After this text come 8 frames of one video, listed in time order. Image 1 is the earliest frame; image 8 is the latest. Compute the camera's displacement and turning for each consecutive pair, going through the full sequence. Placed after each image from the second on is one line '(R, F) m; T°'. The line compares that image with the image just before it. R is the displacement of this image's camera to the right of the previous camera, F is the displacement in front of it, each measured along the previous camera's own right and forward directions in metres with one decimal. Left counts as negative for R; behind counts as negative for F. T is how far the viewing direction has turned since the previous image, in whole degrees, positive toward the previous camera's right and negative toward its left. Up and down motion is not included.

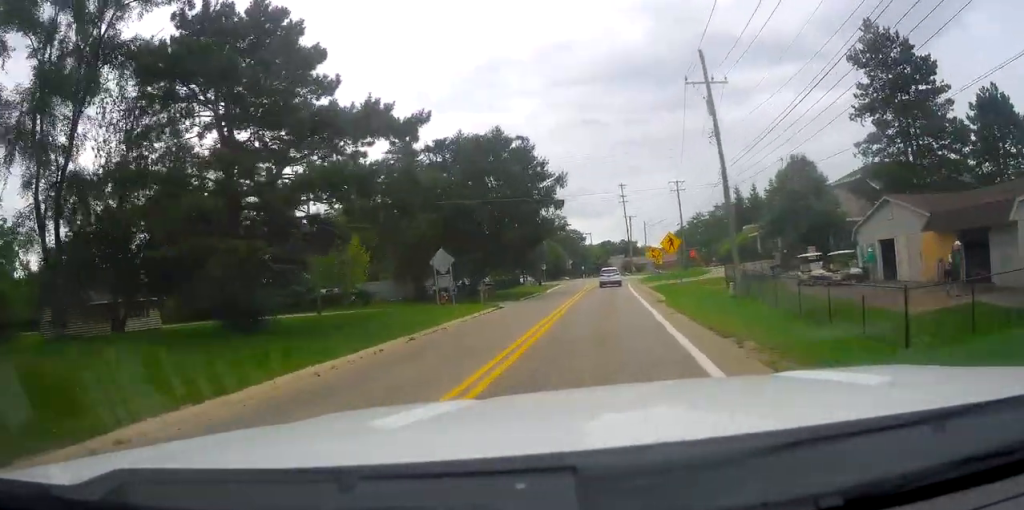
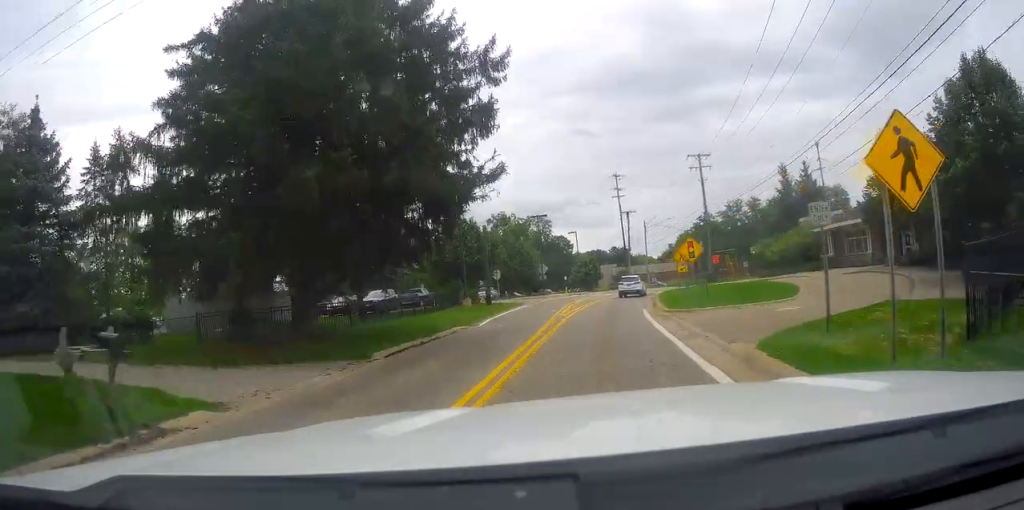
(-1.2, +26.1) m; -1°
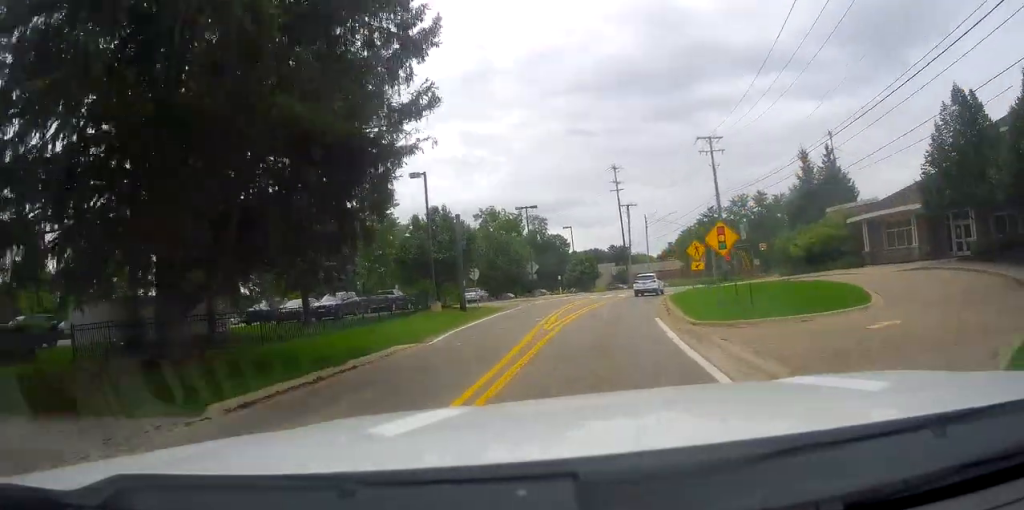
(+0.1, +7.7) m; +1°
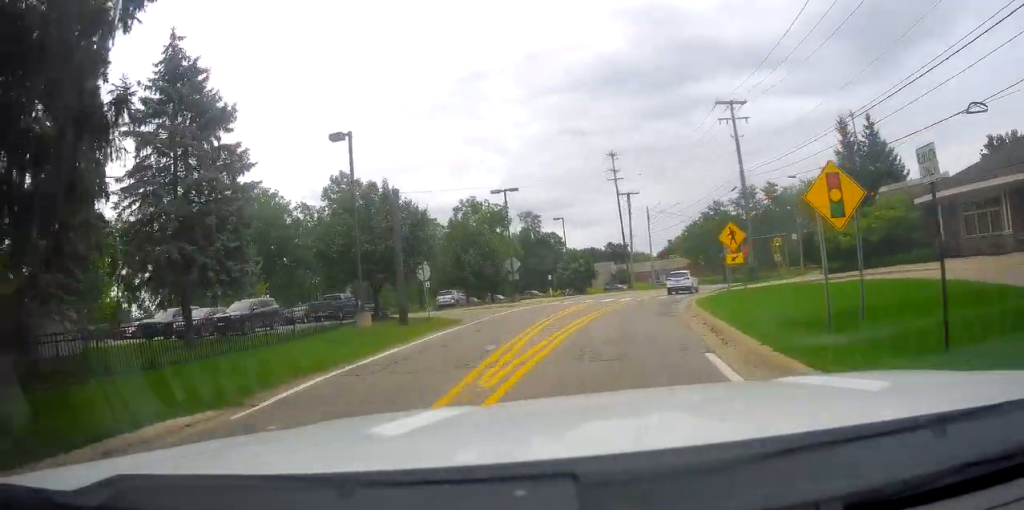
(+0.1, +11.0) m; 0°
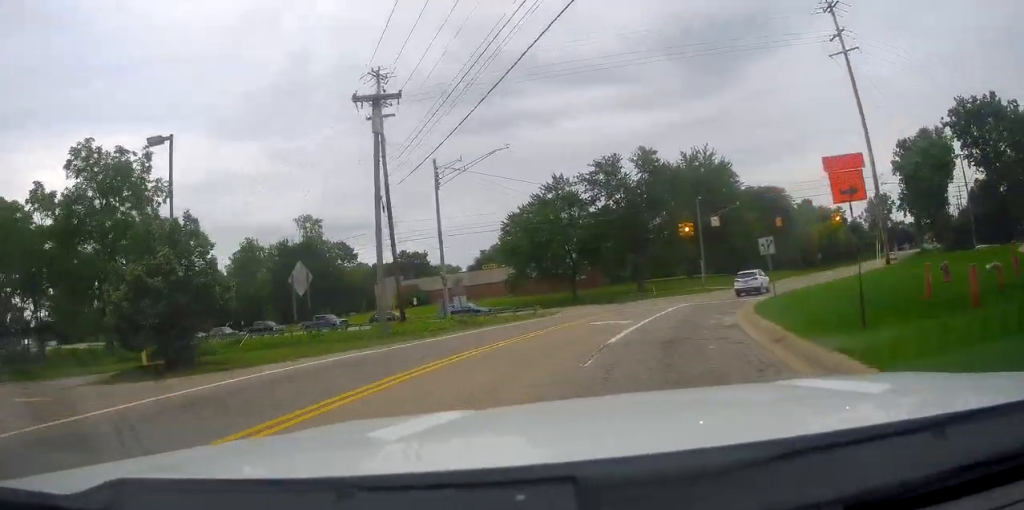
(+3.0, +44.9) m; +15°
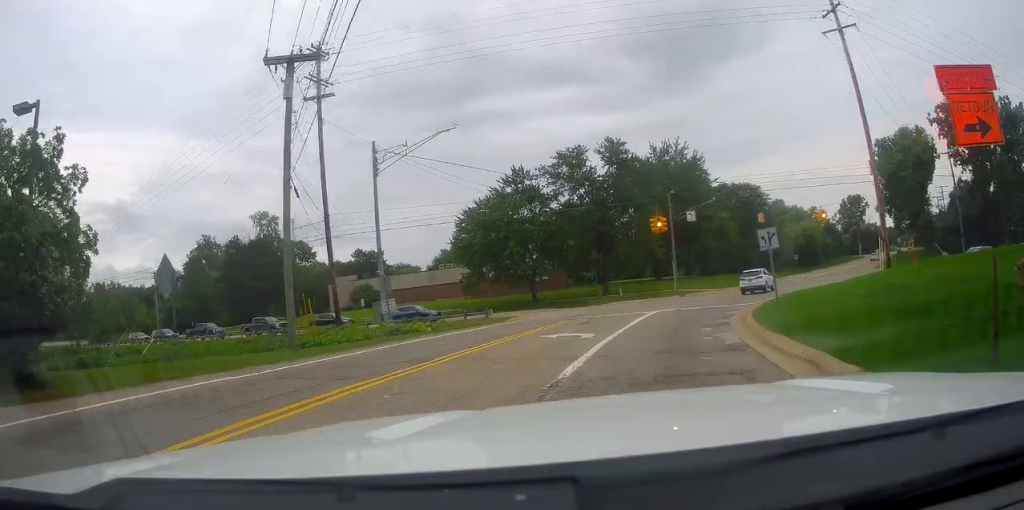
(0.0, +5.9) m; +4°
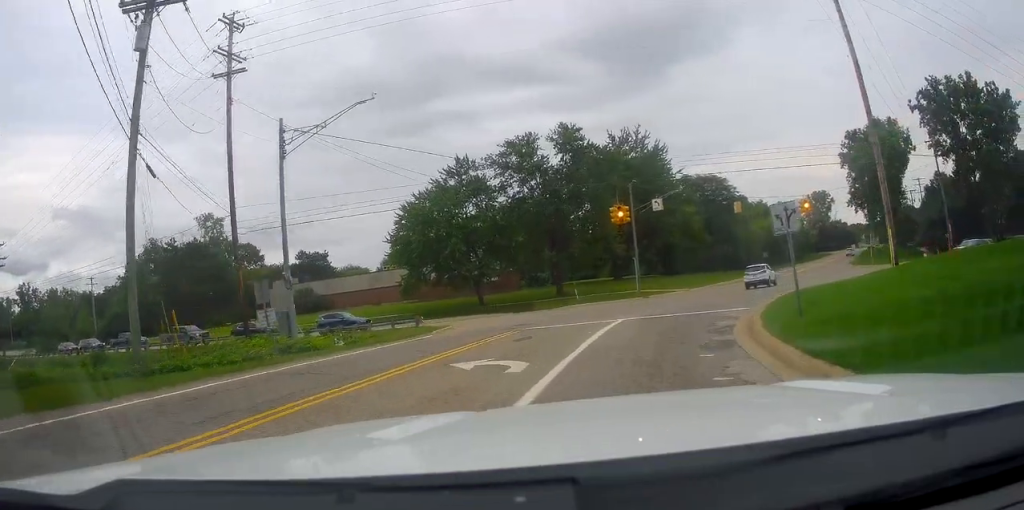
(+0.6, +6.9) m; +5°
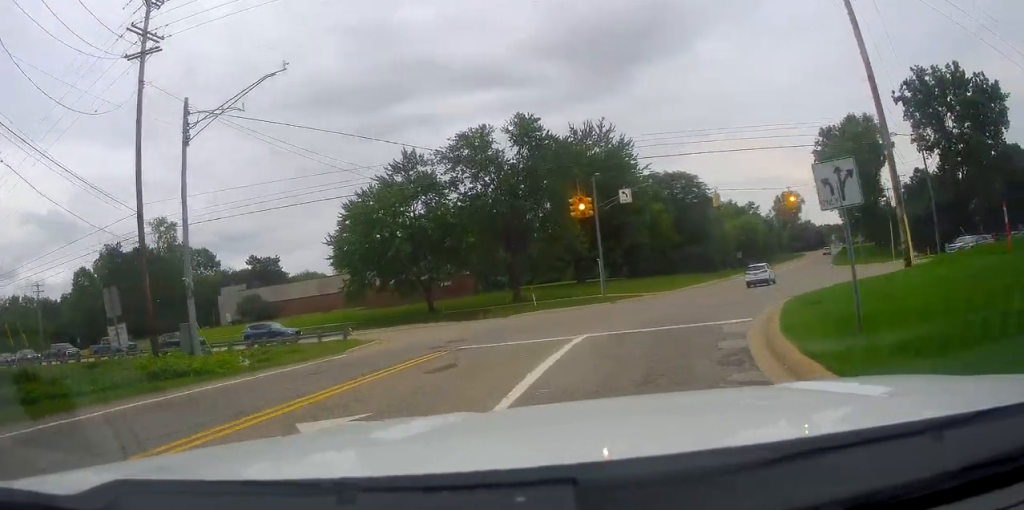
(+0.1, +6.0) m; +4°
